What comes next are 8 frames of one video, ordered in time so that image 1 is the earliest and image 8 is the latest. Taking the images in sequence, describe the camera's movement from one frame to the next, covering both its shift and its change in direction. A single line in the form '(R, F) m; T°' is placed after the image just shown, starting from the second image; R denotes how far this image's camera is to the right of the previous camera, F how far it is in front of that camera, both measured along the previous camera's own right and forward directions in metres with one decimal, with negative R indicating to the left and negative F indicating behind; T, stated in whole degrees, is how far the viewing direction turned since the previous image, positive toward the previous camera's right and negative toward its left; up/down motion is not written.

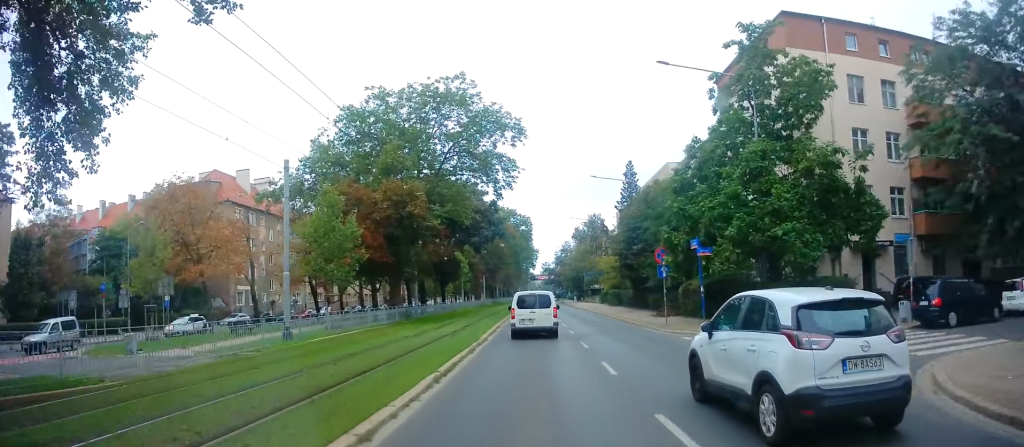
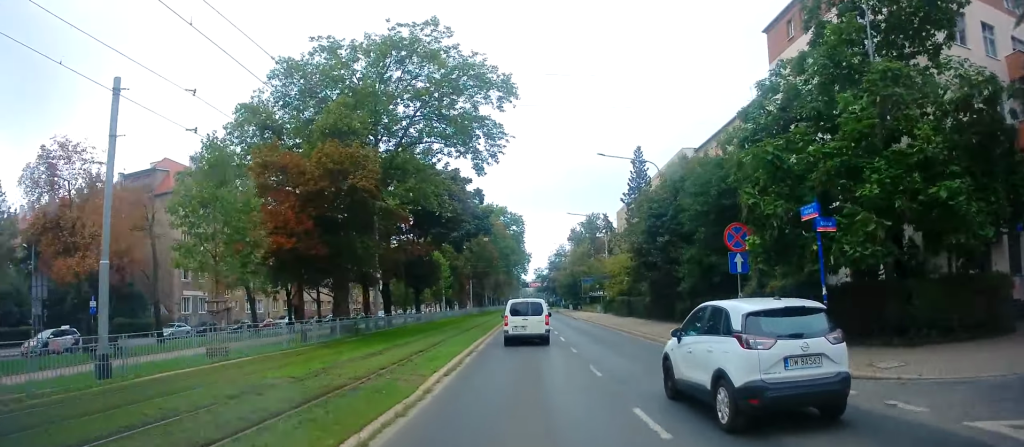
(+1.0, +11.3) m; +5°
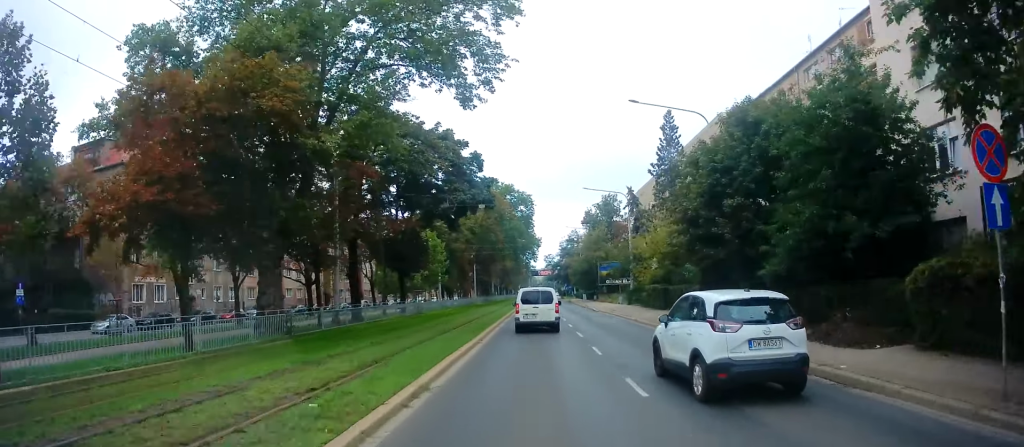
(+0.5, +10.7) m; +3°
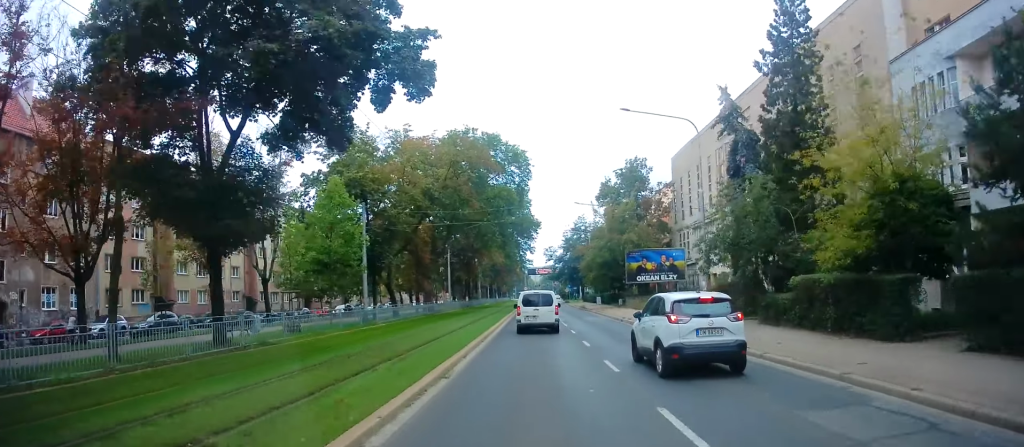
(+0.3, +27.5) m; -2°
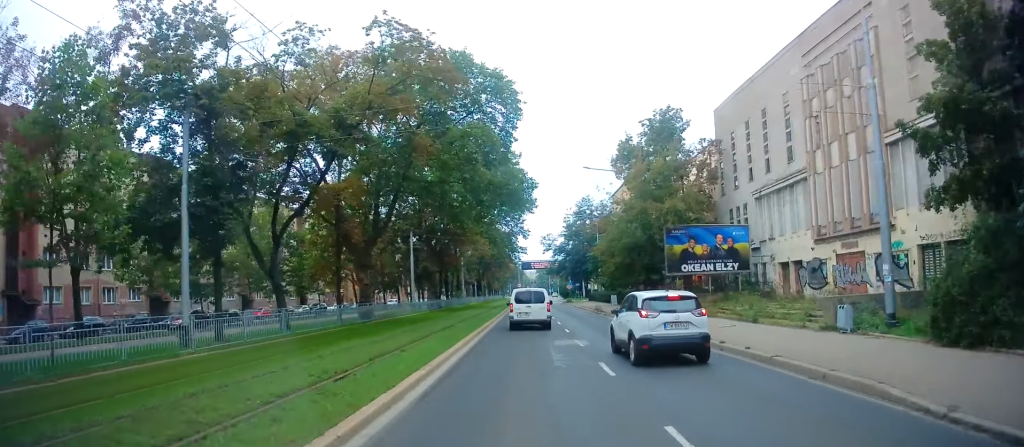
(-0.3, +19.1) m; 0°
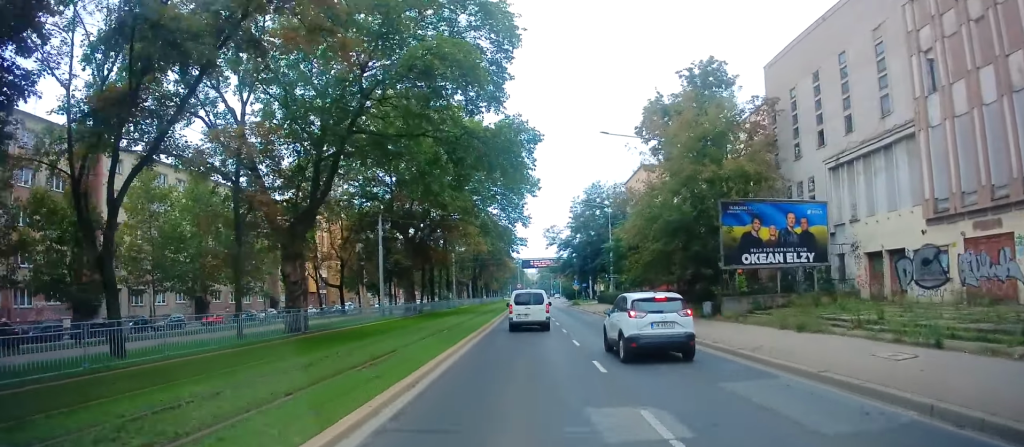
(+0.3, +11.2) m; +1°
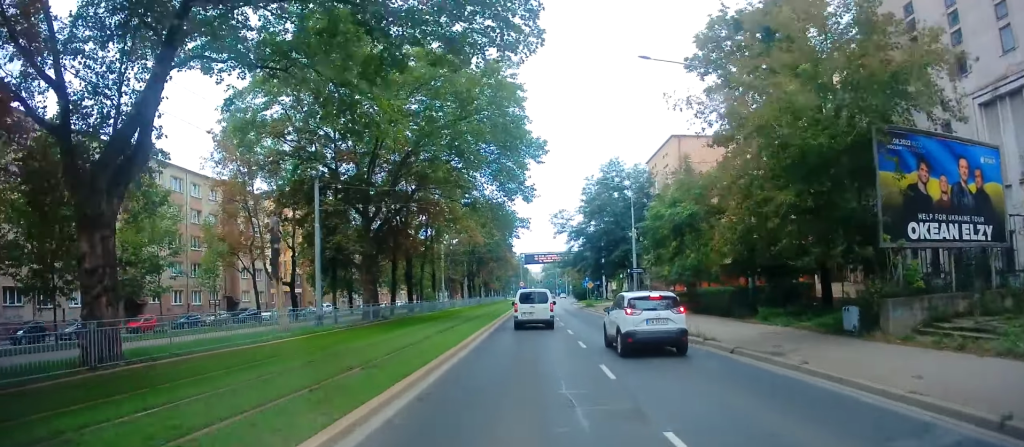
(-0.2, +12.9) m; -1°
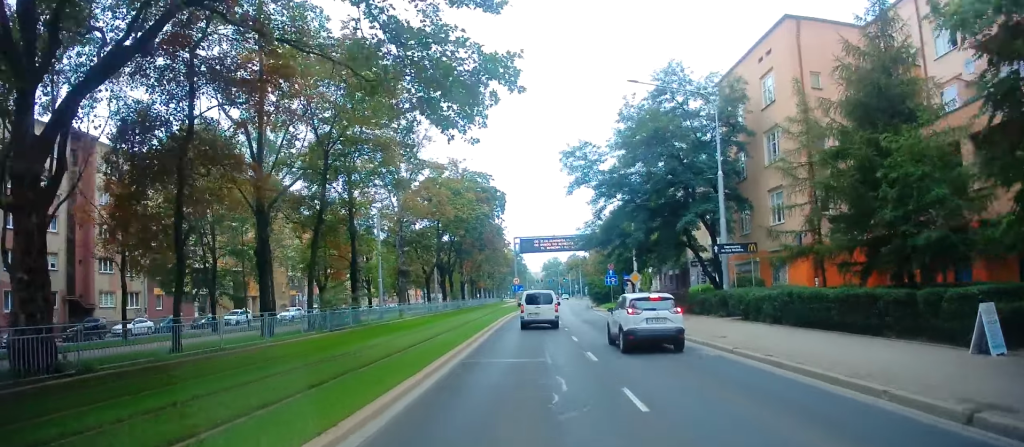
(-0.1, +26.5) m; 0°
